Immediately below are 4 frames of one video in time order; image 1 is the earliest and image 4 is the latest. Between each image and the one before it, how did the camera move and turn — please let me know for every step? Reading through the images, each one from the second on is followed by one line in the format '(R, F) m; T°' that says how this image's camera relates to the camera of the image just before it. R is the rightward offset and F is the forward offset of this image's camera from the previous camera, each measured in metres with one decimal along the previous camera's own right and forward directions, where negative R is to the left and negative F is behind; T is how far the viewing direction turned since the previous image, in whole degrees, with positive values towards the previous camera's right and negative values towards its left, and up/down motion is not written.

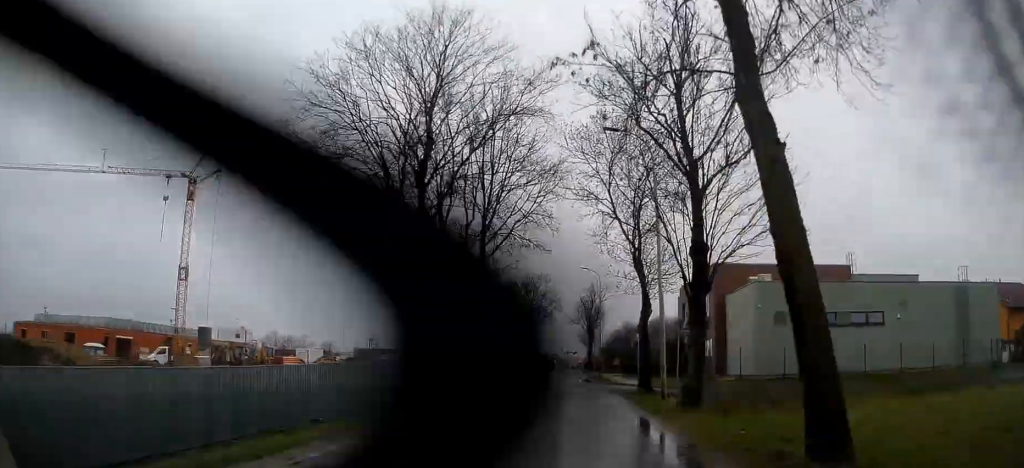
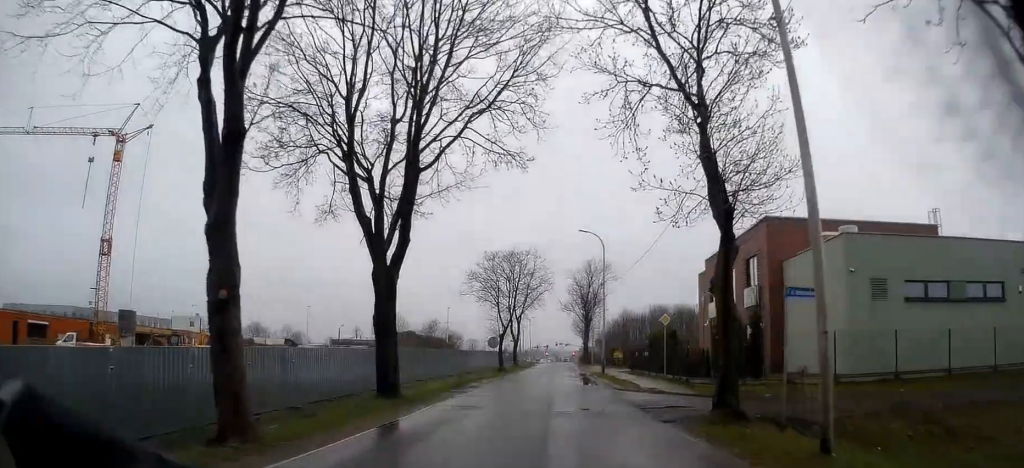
(0.0, +12.3) m; +1°
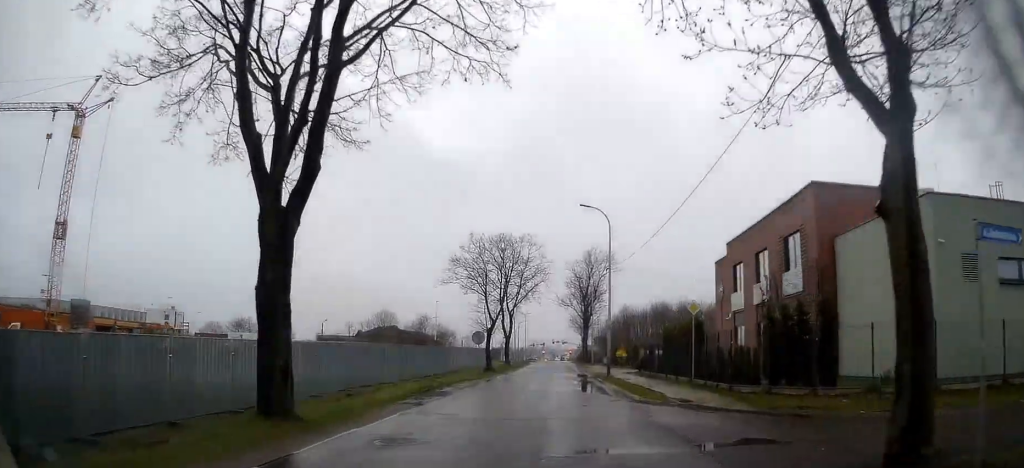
(+0.1, +6.3) m; 0°
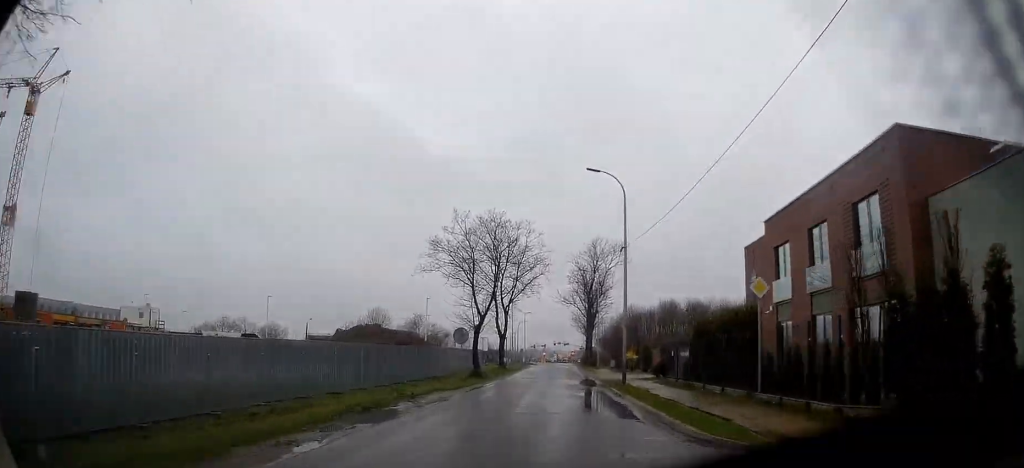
(0.0, +7.1) m; 0°
